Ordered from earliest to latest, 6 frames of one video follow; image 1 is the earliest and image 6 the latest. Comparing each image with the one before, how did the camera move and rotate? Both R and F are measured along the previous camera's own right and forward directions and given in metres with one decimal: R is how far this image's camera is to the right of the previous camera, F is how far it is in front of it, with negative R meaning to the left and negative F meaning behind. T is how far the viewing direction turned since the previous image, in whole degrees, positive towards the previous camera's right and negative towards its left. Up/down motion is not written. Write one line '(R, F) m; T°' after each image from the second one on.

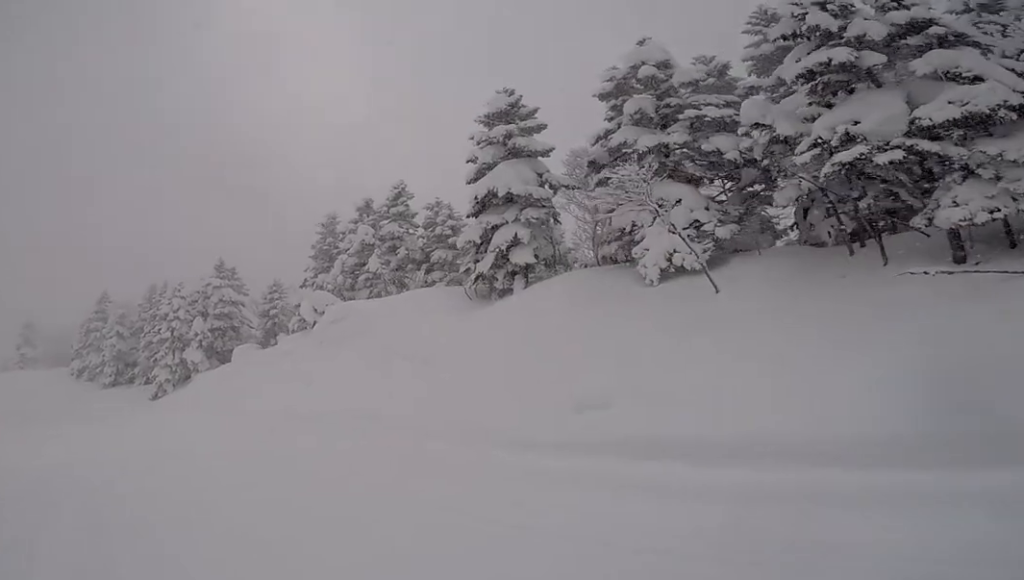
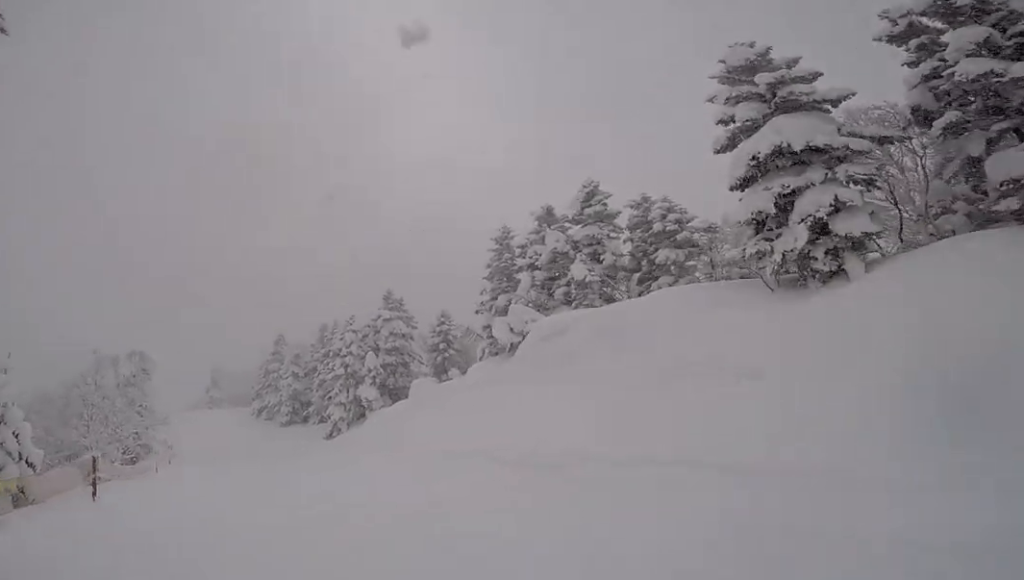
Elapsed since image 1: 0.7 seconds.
(+0.8, +4.3) m; 0°
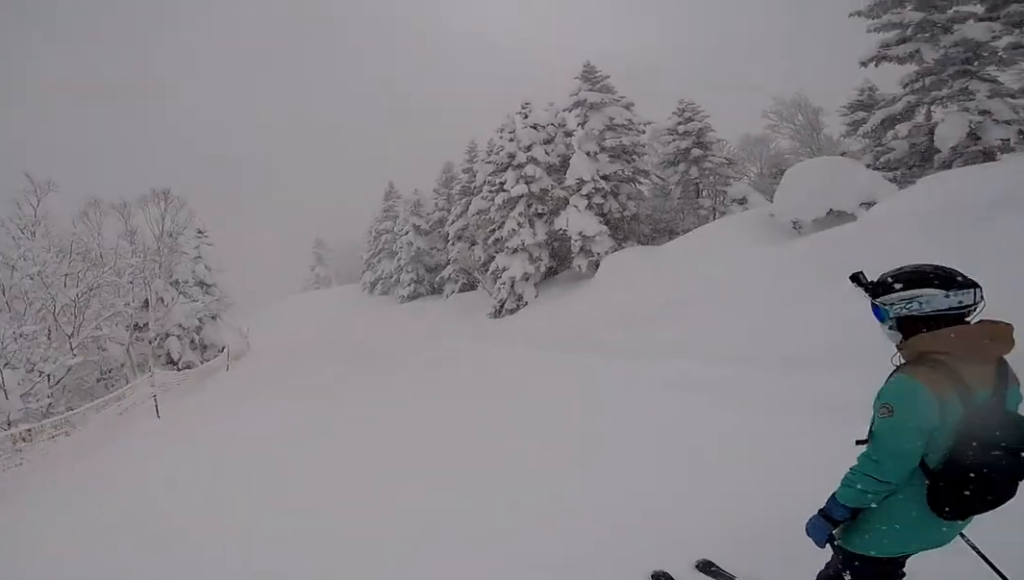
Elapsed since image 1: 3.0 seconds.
(-0.5, +14.8) m; -4°
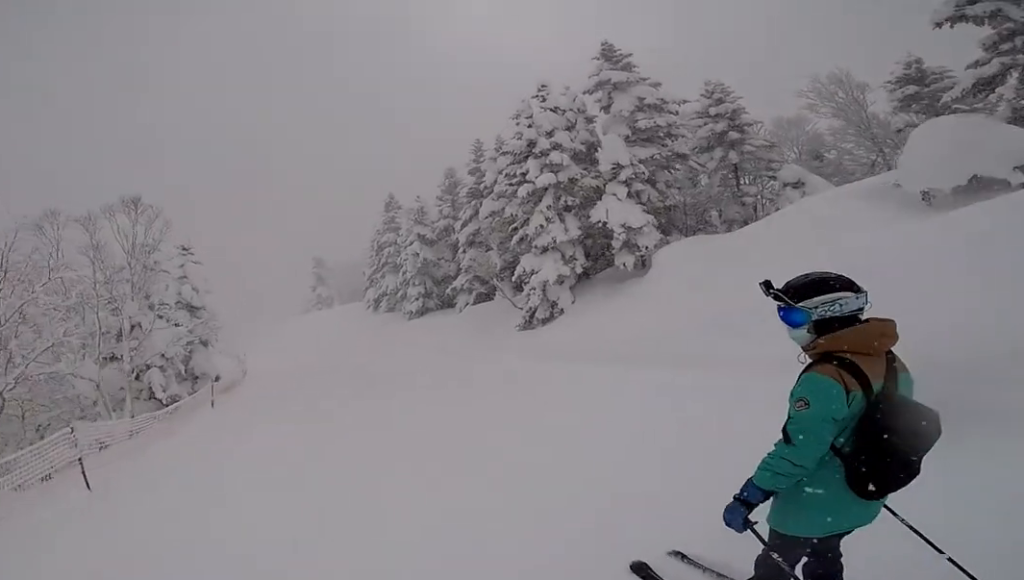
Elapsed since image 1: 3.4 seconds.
(-0.3, +2.6) m; -4°
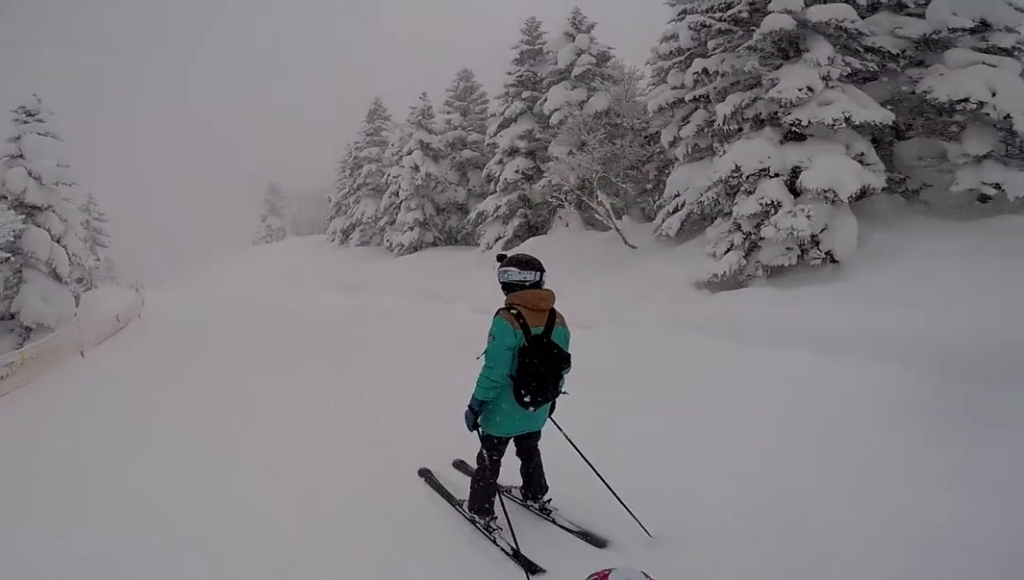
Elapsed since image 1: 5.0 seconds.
(-0.4, +9.5) m; -3°
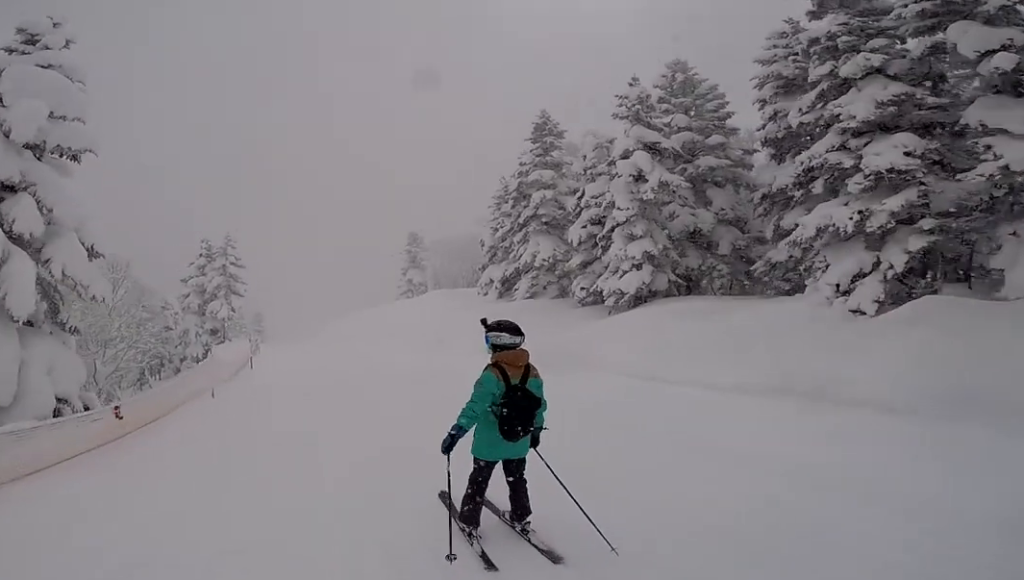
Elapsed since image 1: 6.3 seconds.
(0.0, +7.9) m; 0°
